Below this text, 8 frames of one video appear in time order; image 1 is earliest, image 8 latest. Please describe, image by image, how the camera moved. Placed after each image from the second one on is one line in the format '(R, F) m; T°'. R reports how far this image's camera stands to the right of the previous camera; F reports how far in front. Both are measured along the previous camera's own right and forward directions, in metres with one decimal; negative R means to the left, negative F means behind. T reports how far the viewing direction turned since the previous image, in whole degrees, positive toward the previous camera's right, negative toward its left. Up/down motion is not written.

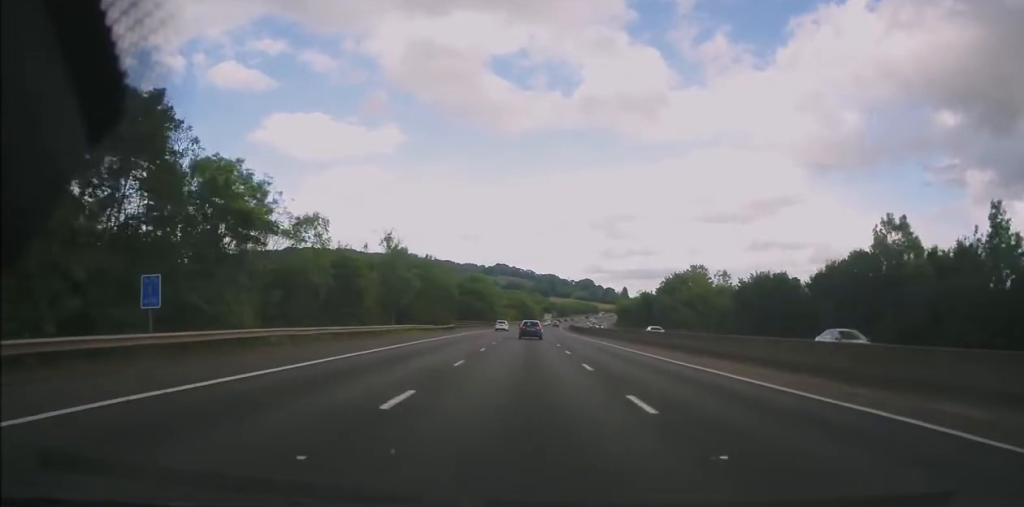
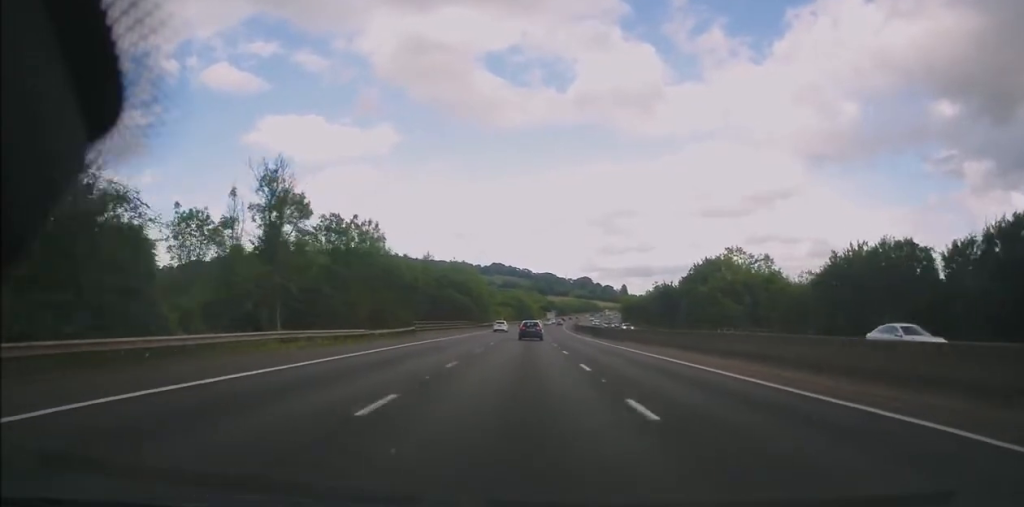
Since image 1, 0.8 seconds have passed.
(0.0, +26.1) m; +1°
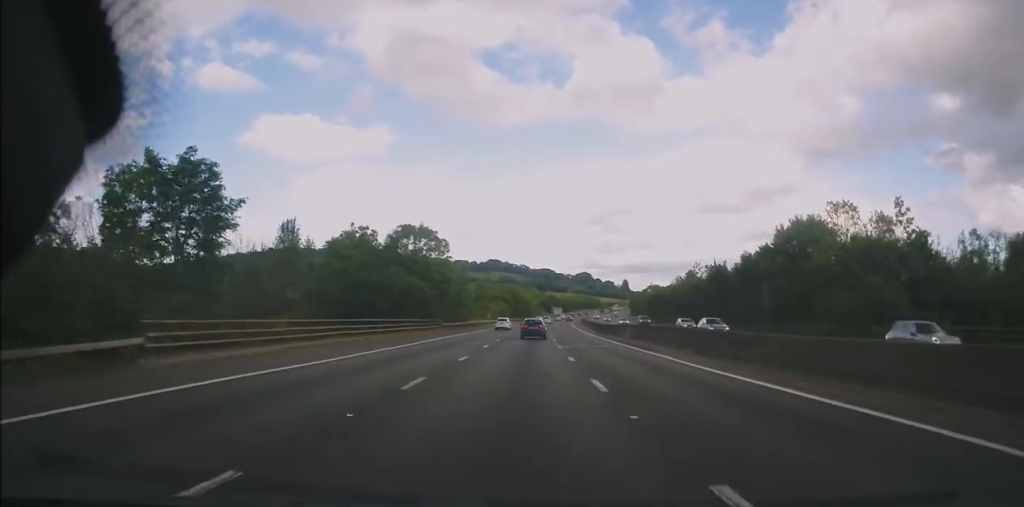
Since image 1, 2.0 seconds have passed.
(+0.5, +38.2) m; +1°
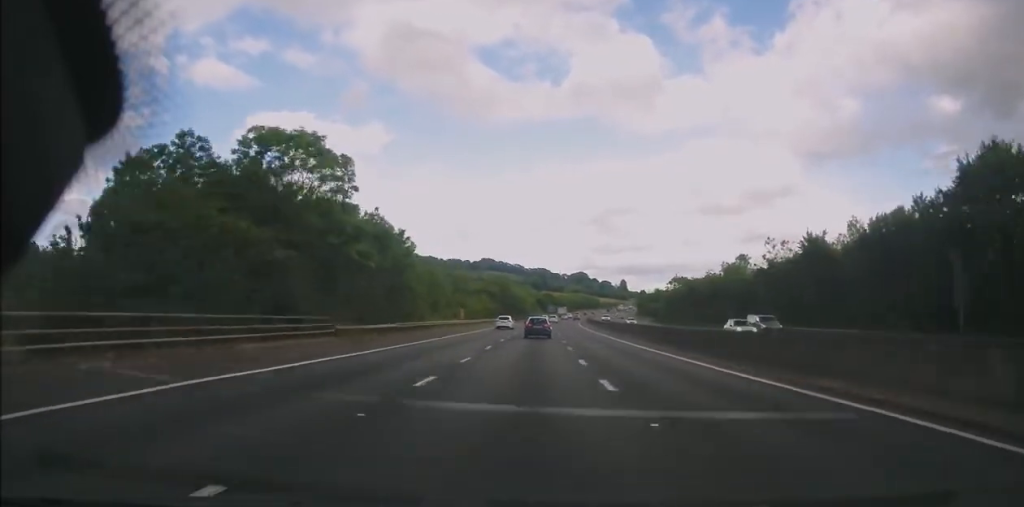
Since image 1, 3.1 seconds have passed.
(+0.1, +36.0) m; 0°
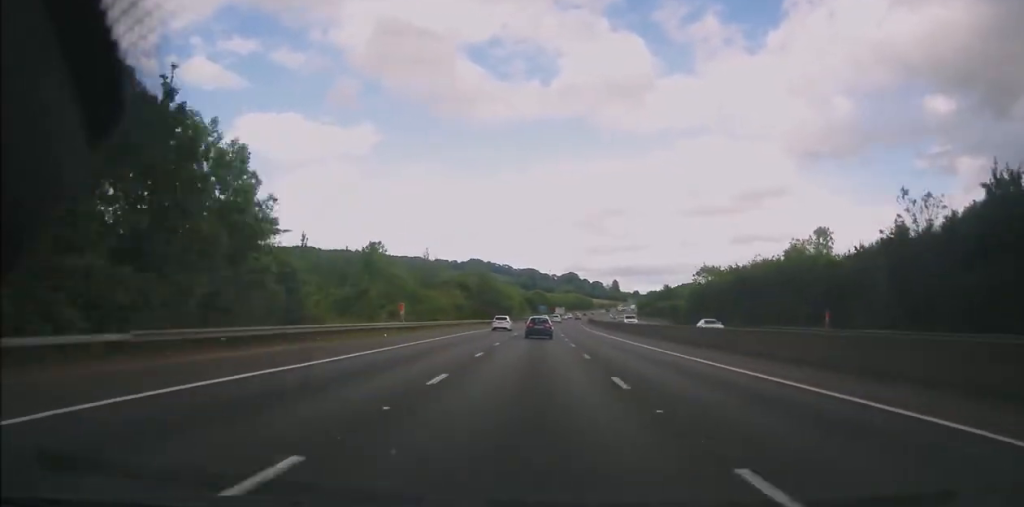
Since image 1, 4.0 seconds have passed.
(0.0, +31.4) m; 0°
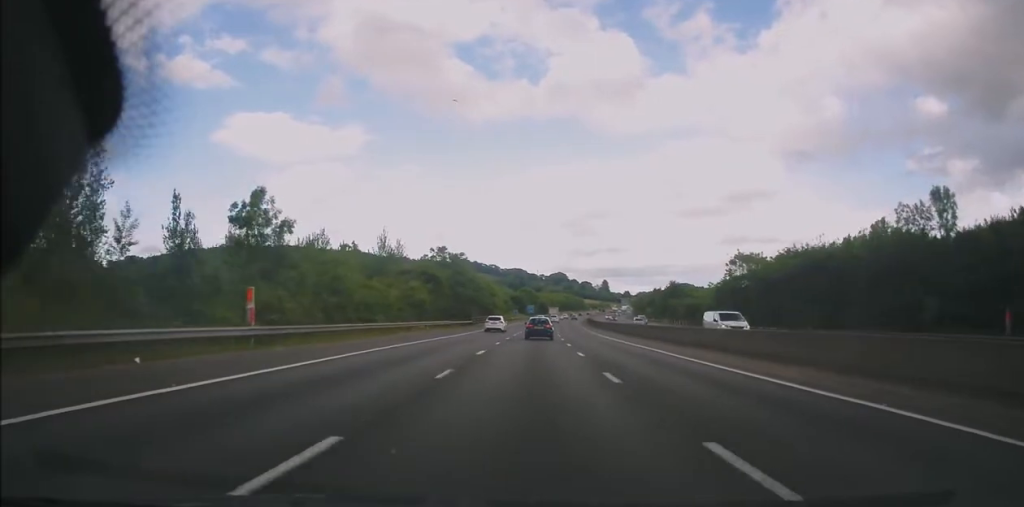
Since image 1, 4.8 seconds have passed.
(0.0, +24.7) m; +1°
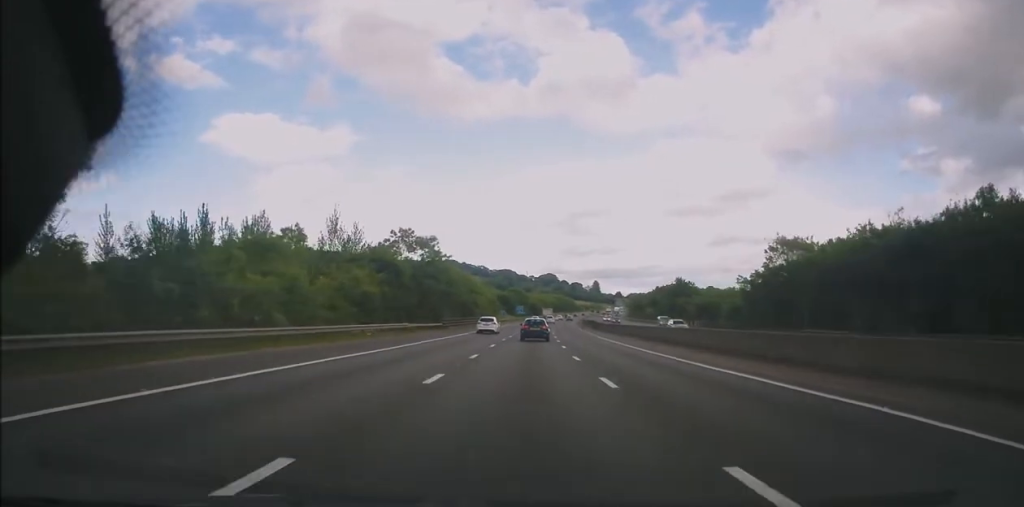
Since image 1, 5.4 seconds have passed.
(+0.1, +18.2) m; +1°
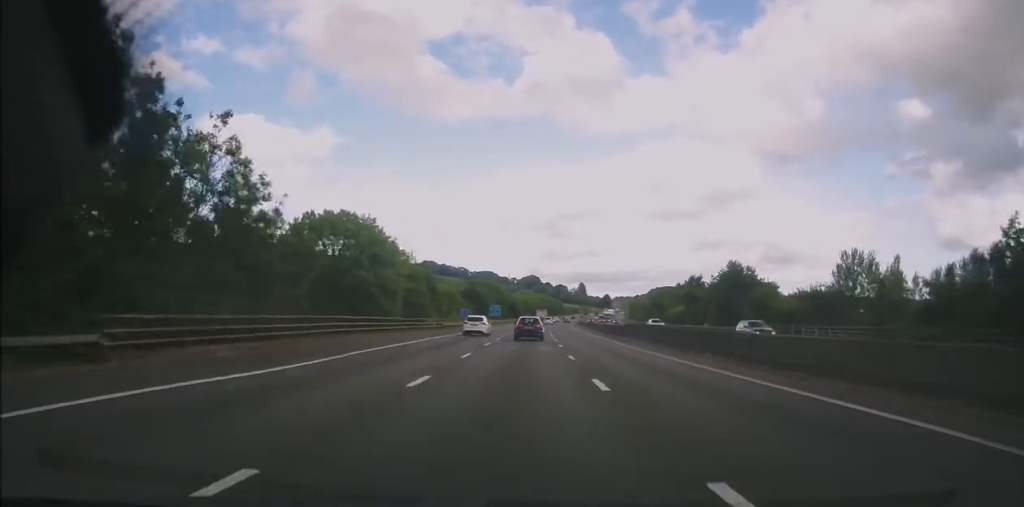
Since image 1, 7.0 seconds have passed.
(+1.4, +51.7) m; +3°
